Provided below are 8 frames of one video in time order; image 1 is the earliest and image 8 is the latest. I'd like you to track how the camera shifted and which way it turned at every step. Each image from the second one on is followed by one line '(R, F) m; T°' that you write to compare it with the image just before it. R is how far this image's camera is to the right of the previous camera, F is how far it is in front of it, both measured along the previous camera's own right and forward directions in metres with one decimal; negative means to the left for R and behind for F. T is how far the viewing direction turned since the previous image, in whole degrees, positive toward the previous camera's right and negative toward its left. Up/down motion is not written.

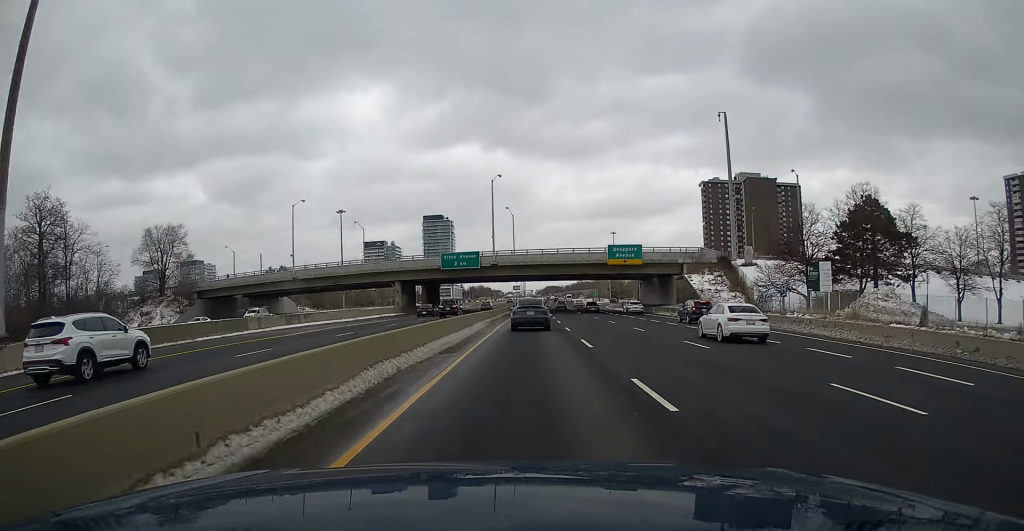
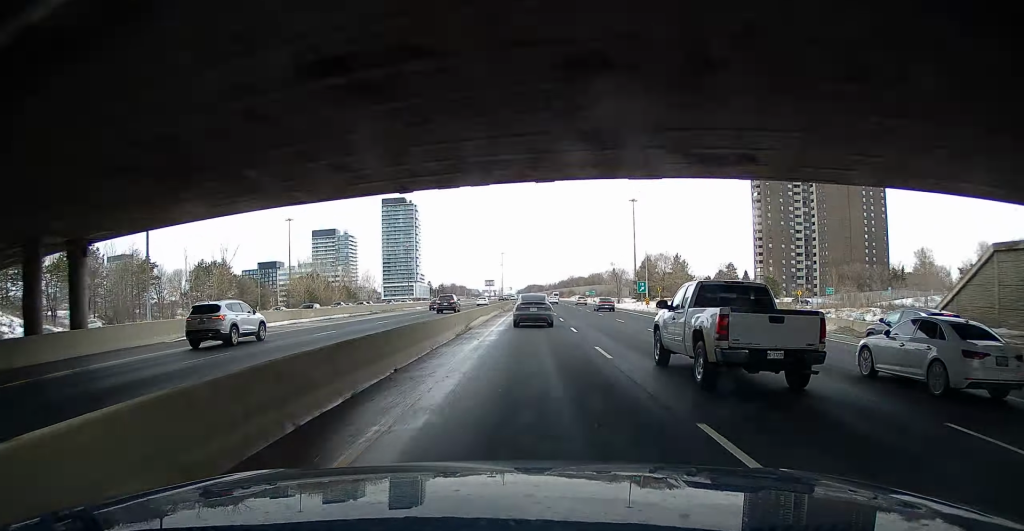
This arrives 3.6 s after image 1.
(+1.2, +100.2) m; +1°
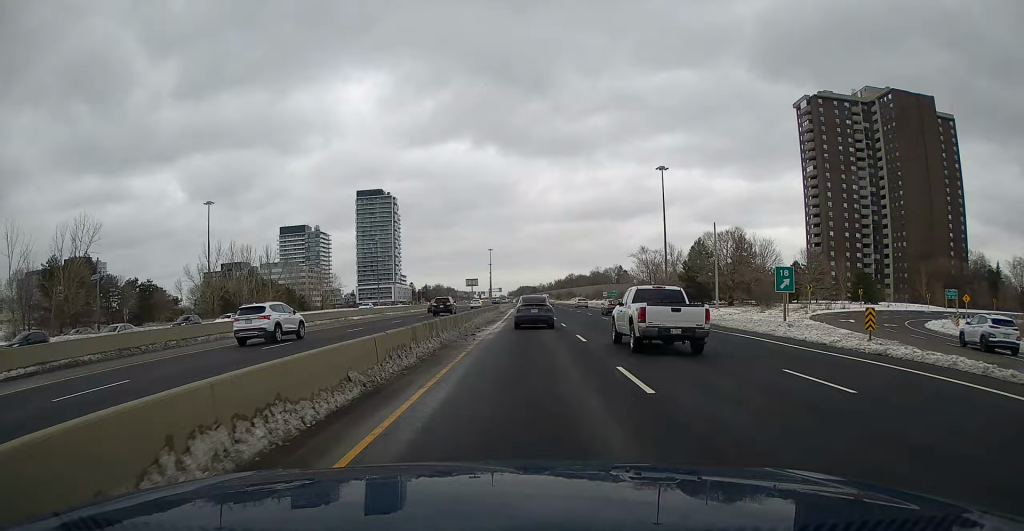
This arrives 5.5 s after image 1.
(+0.3, +53.8) m; 0°
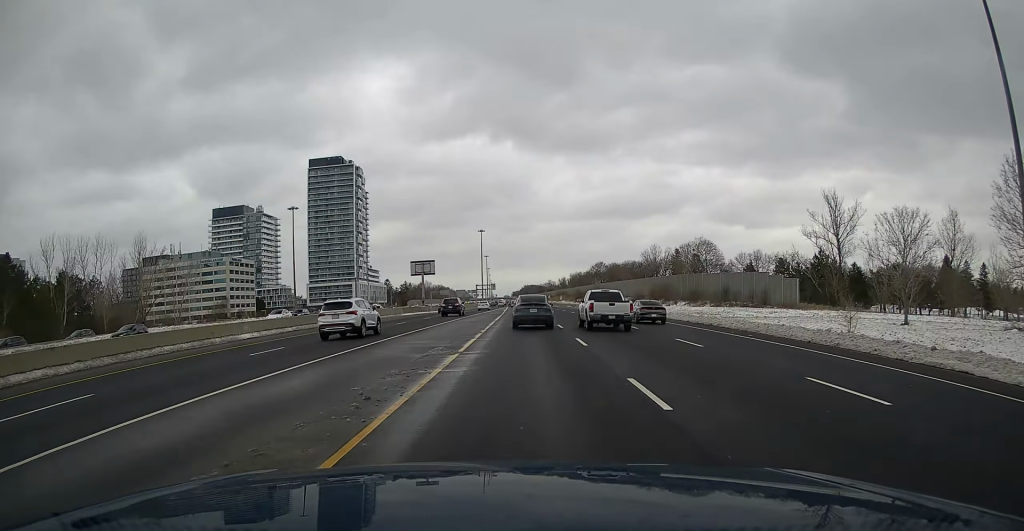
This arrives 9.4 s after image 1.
(+0.1, +111.5) m; 0°
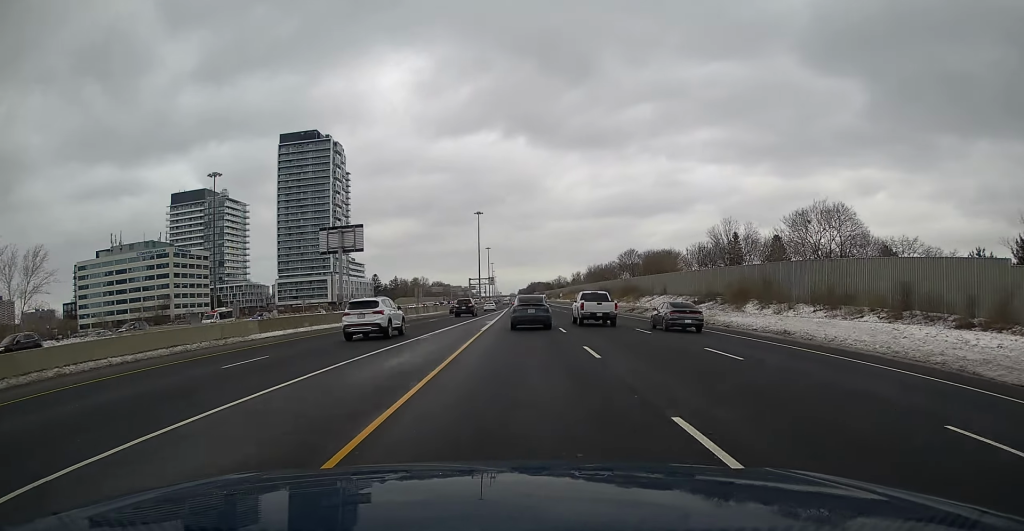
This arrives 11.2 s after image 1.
(-0.2, +54.0) m; 0°
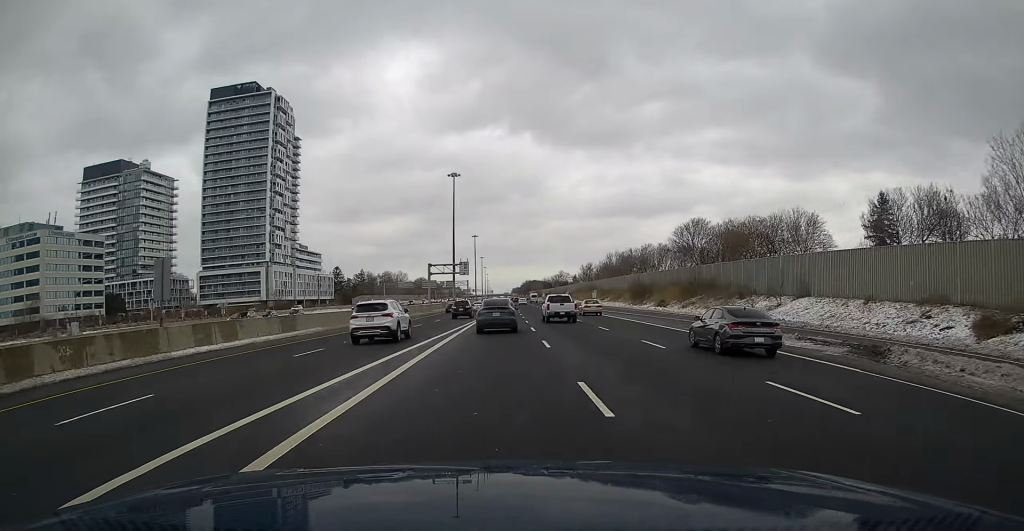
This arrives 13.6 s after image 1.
(-0.3, +71.2) m; 0°
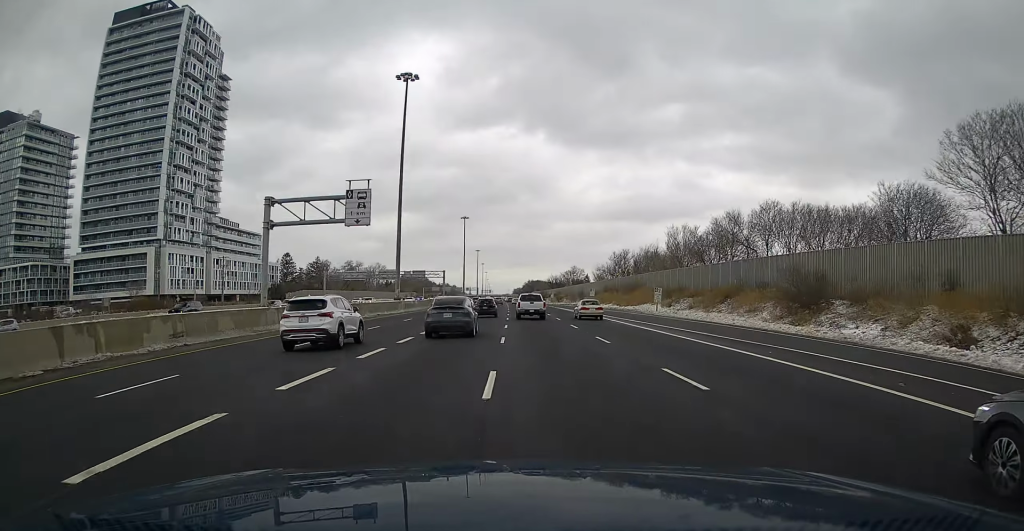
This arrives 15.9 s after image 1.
(+0.1, +70.1) m; 0°
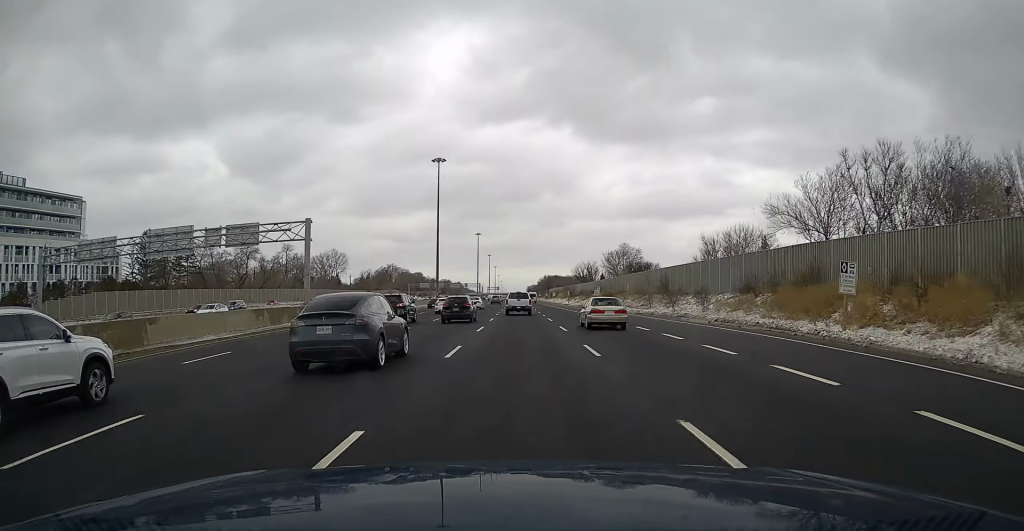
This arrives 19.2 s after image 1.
(-0.2, +101.4) m; -1°
